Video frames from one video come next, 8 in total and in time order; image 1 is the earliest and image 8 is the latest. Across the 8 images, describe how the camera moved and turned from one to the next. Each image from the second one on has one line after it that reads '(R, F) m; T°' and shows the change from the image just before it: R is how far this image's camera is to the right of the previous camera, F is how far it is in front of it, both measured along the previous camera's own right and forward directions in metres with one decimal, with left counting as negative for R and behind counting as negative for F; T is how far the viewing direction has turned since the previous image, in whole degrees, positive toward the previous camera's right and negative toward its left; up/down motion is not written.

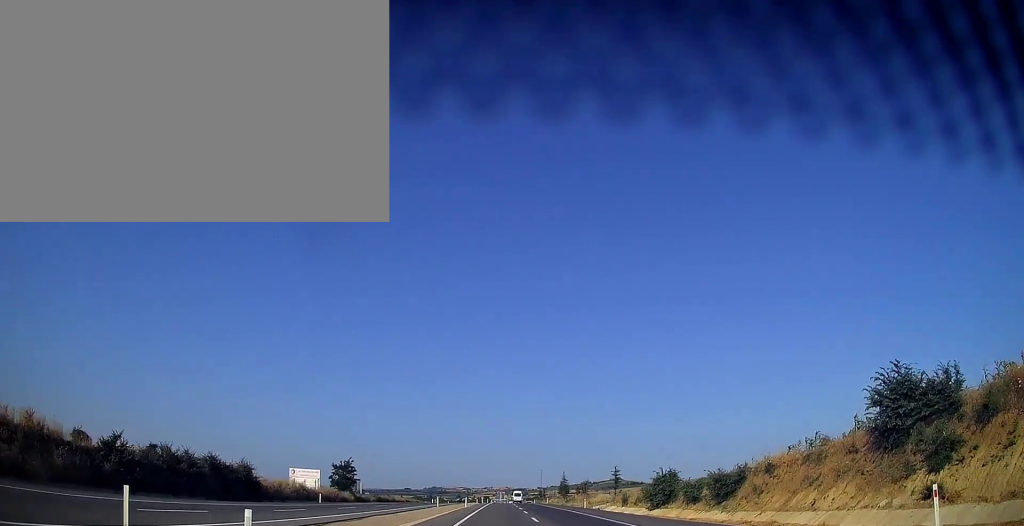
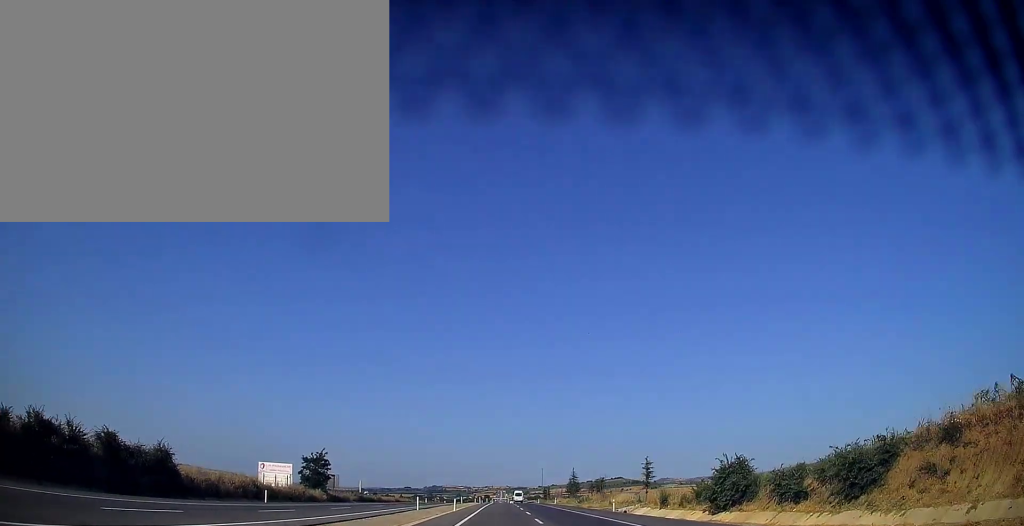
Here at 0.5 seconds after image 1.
(+0.2, +15.8) m; 0°
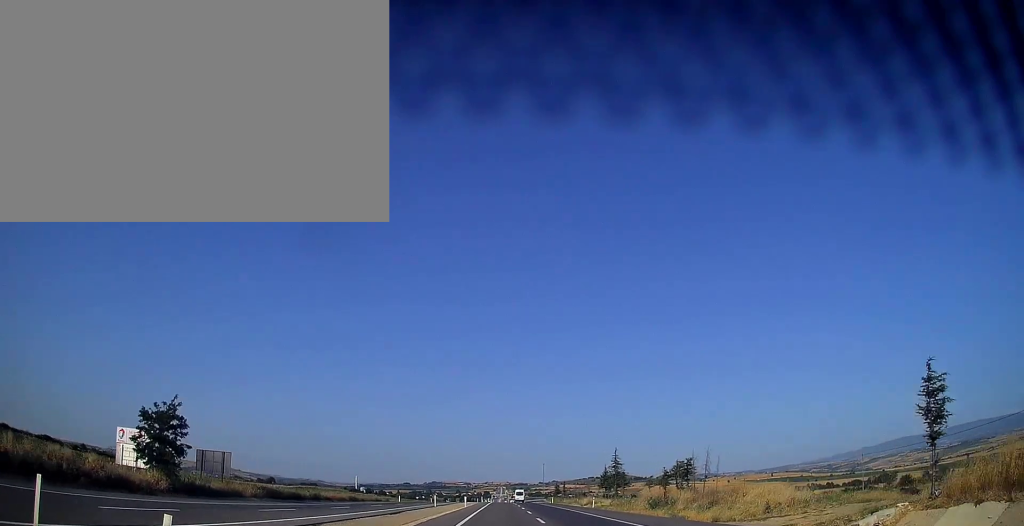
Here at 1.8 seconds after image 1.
(-0.3, +38.4) m; 0°
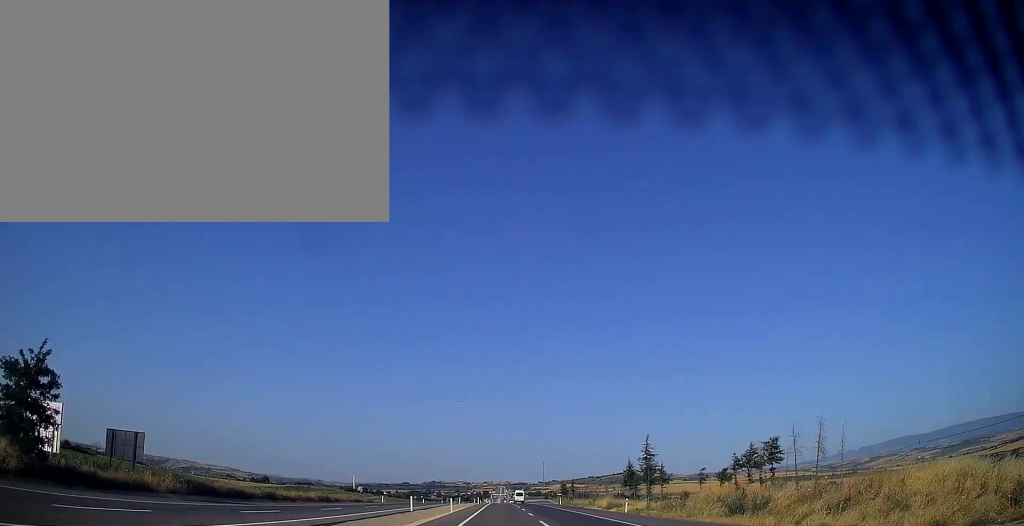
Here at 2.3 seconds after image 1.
(+0.2, +13.7) m; 0°
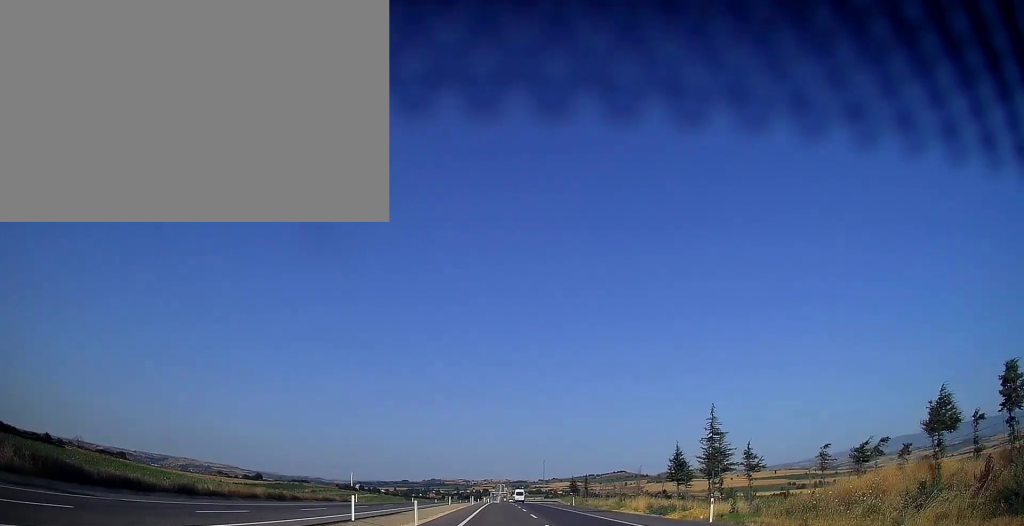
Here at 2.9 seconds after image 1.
(0.0, +17.7) m; 0°
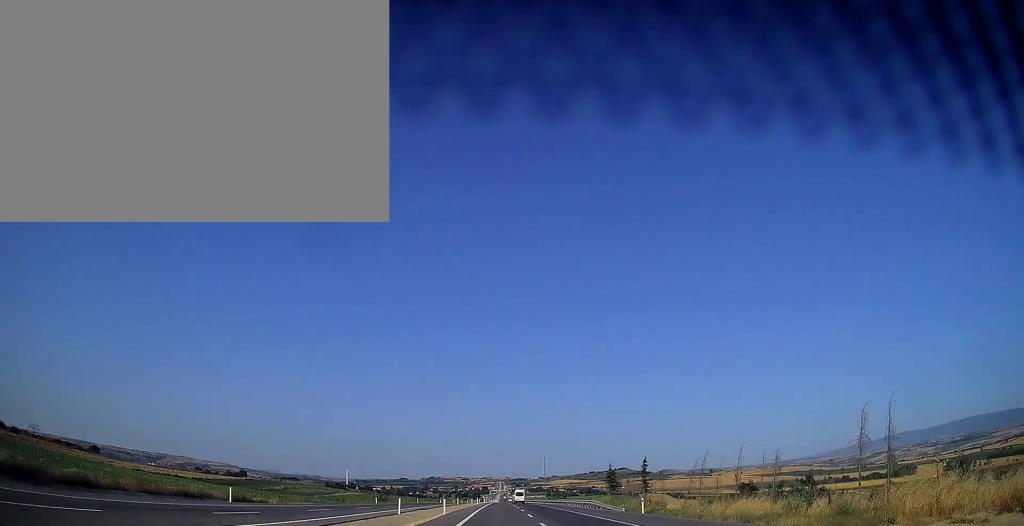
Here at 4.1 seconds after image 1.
(-0.2, +35.4) m; 0°
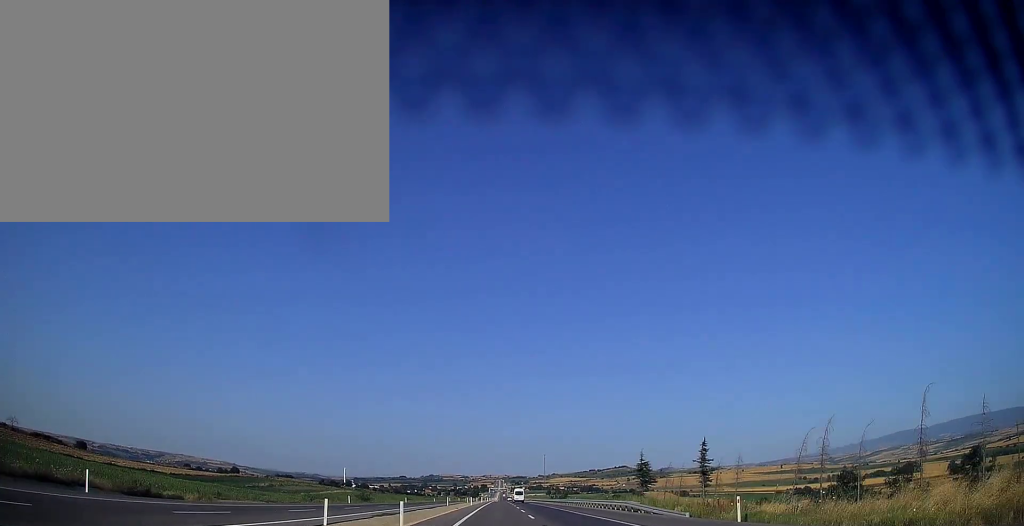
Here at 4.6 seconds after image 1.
(0.0, +15.8) m; 0°
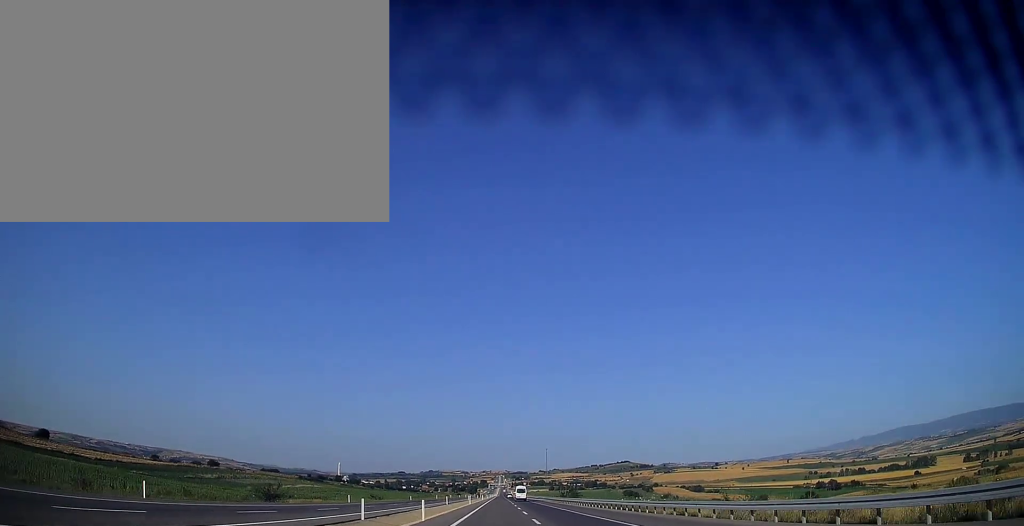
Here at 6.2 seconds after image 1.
(+0.3, +45.2) m; 0°
